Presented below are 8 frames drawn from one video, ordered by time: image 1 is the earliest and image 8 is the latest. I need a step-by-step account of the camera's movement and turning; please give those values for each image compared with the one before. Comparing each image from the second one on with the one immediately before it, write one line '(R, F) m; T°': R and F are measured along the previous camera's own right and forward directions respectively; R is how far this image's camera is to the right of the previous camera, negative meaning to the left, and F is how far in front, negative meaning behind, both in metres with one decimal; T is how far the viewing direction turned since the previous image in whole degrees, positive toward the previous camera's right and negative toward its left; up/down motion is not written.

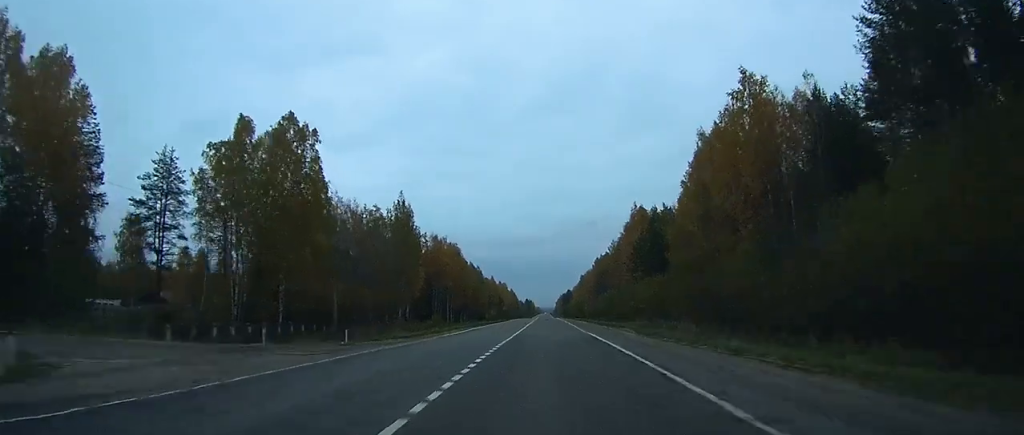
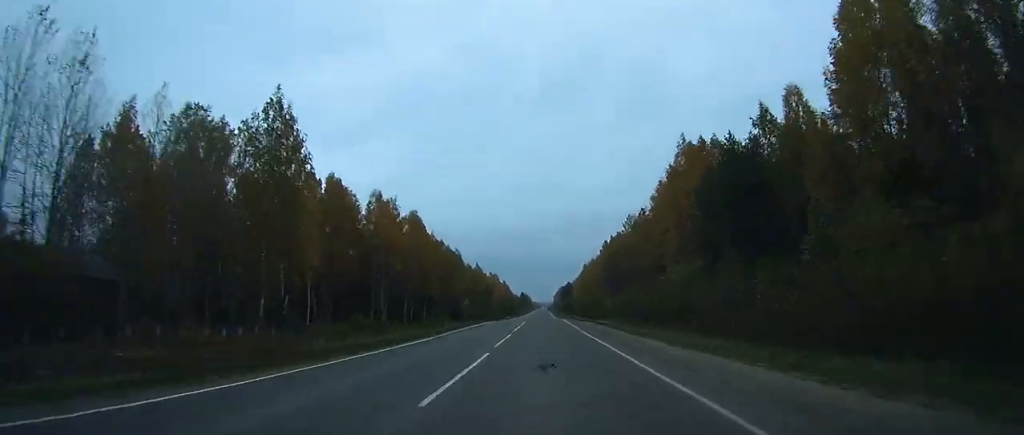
(0.0, +51.0) m; 0°
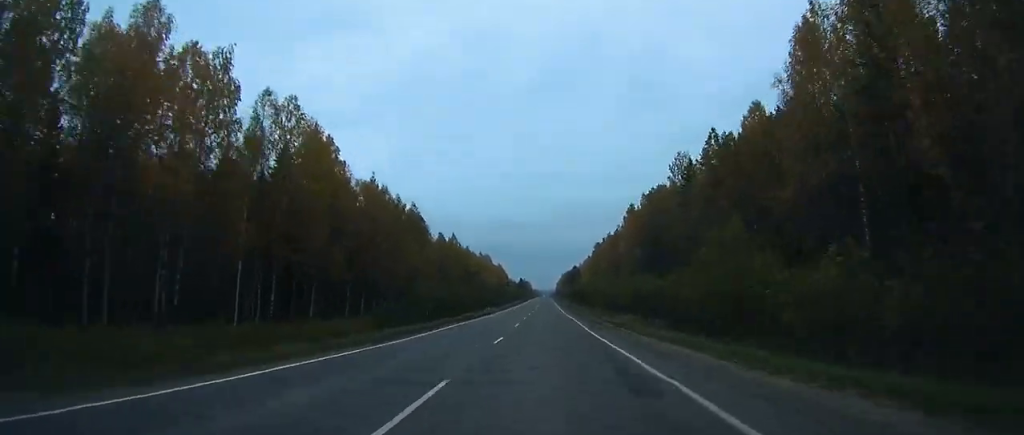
(-0.1, +68.8) m; 0°
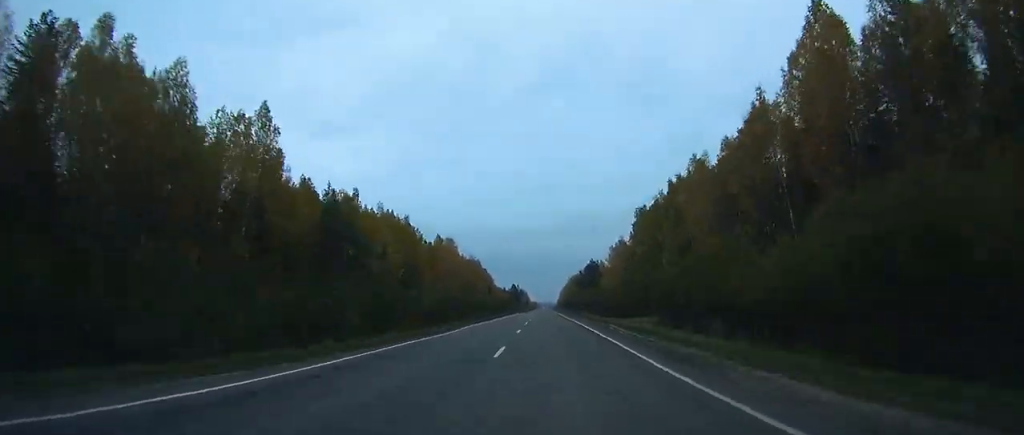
(+0.3, +125.9) m; +1°
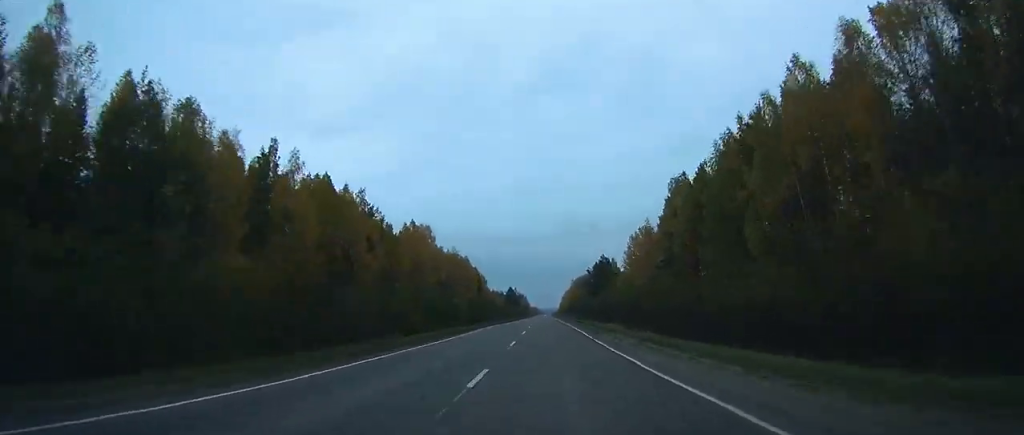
(+0.1, +38.9) m; 0°
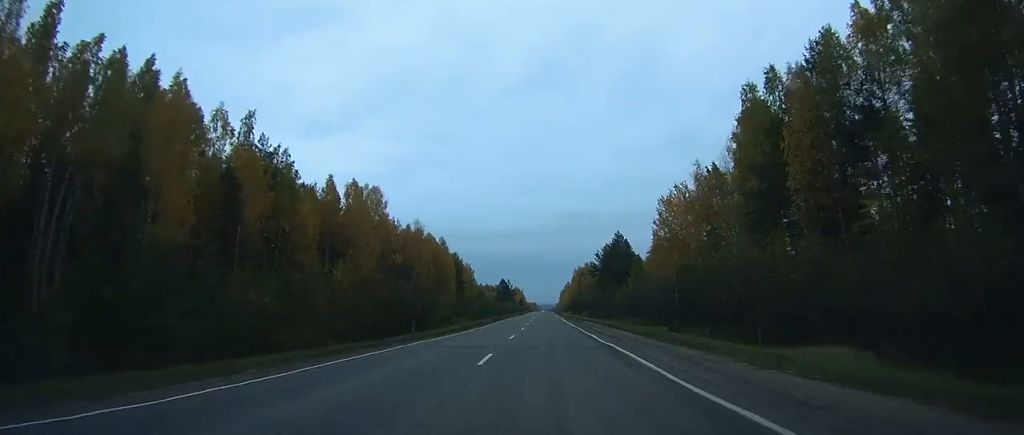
(0.0, +43.2) m; 0°
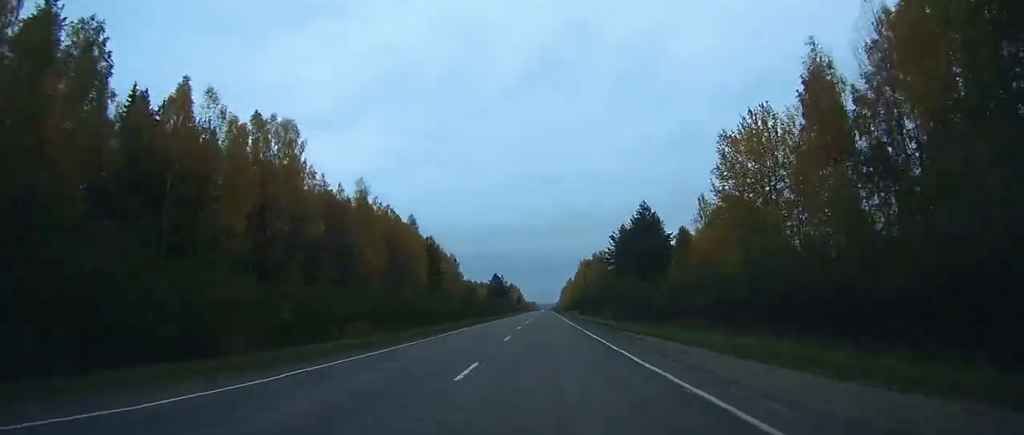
(-0.1, +37.1) m; 0°
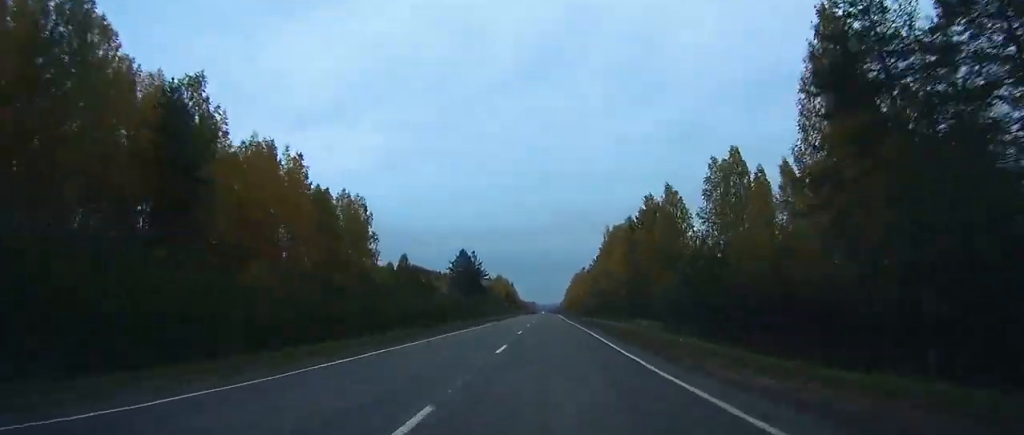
(+0.3, +105.5) m; +1°
